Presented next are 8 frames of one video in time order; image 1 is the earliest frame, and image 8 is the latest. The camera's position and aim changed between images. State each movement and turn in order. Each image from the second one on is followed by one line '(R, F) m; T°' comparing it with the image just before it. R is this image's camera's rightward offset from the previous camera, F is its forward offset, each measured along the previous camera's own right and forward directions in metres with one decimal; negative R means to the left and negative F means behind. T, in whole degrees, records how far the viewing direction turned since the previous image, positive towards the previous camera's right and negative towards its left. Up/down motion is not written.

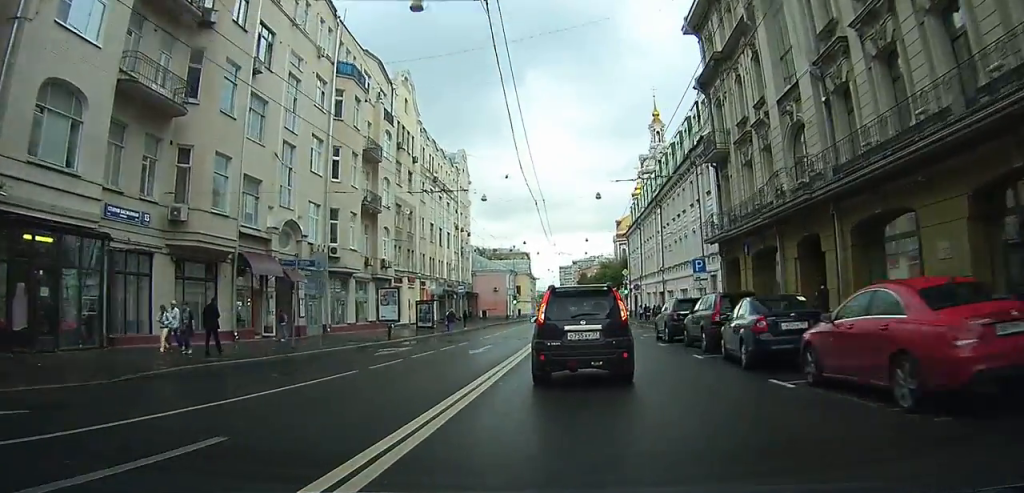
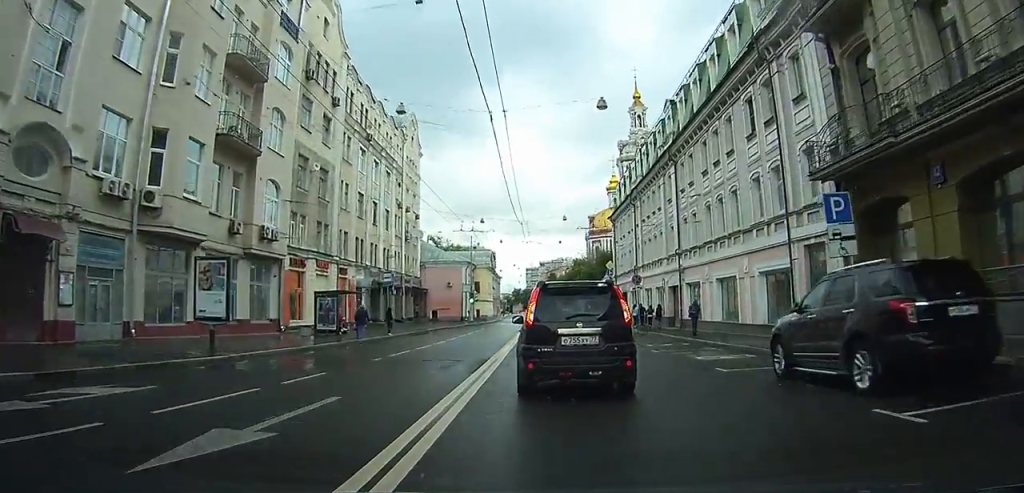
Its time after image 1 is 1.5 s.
(0.0, +16.4) m; +1°
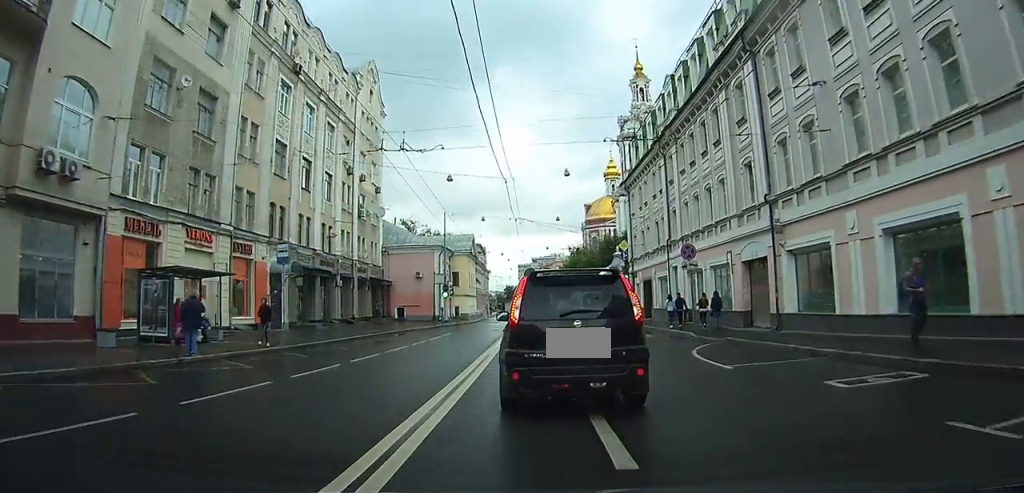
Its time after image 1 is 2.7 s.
(+0.5, +14.9) m; +3°
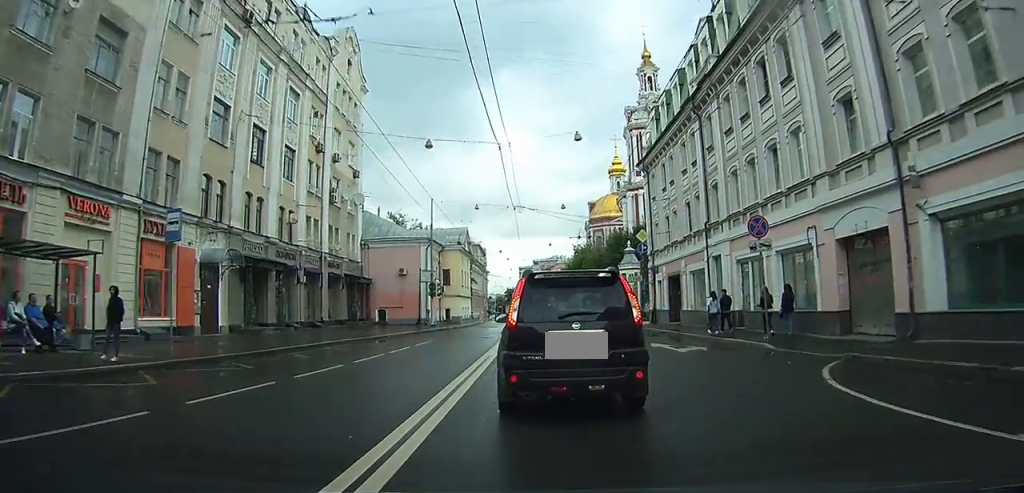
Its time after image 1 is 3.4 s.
(+0.1, +7.9) m; +1°
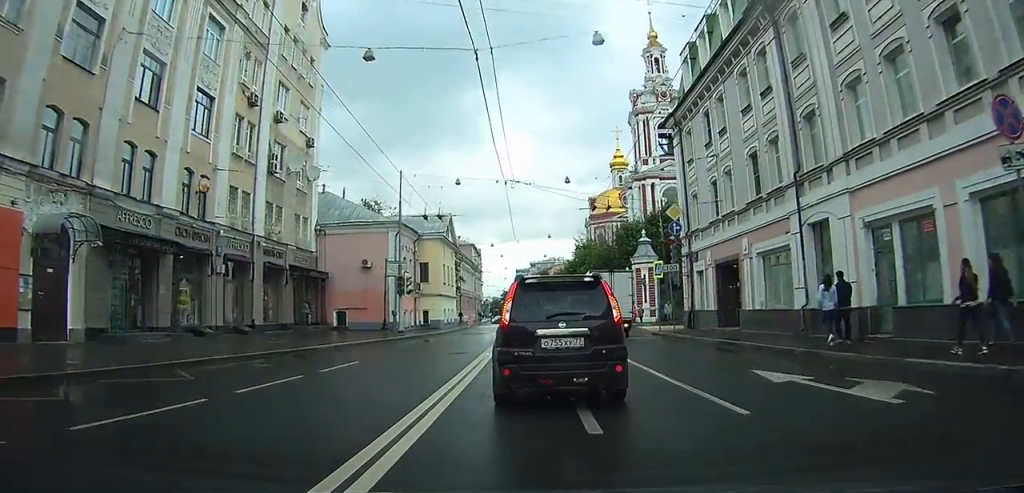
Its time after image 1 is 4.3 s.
(-0.1, +10.7) m; 0°
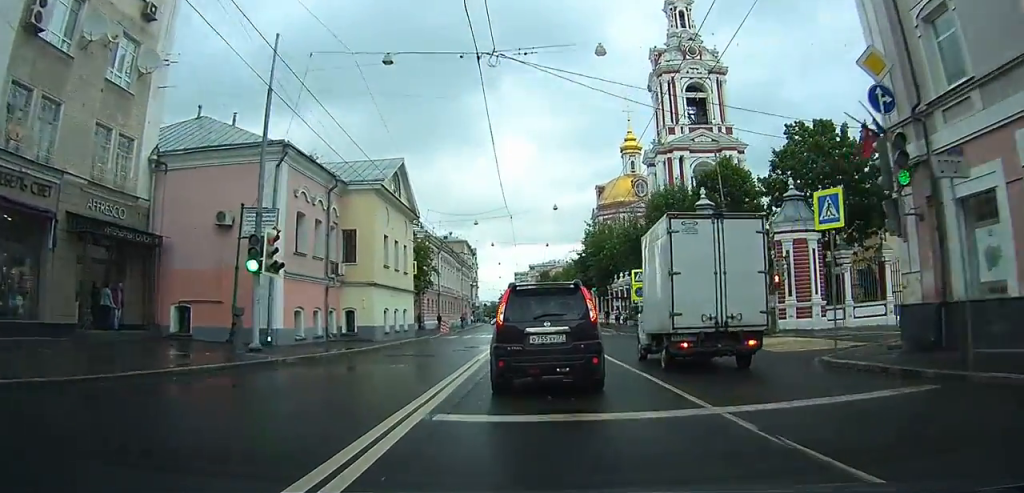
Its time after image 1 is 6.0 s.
(-0.2, +19.7) m; -1°
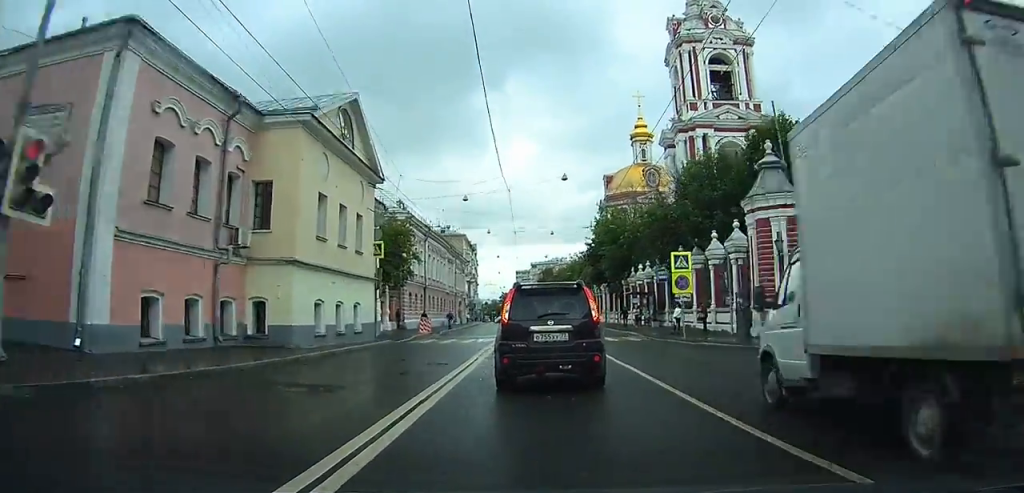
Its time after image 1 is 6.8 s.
(0.0, +9.8) m; +1°
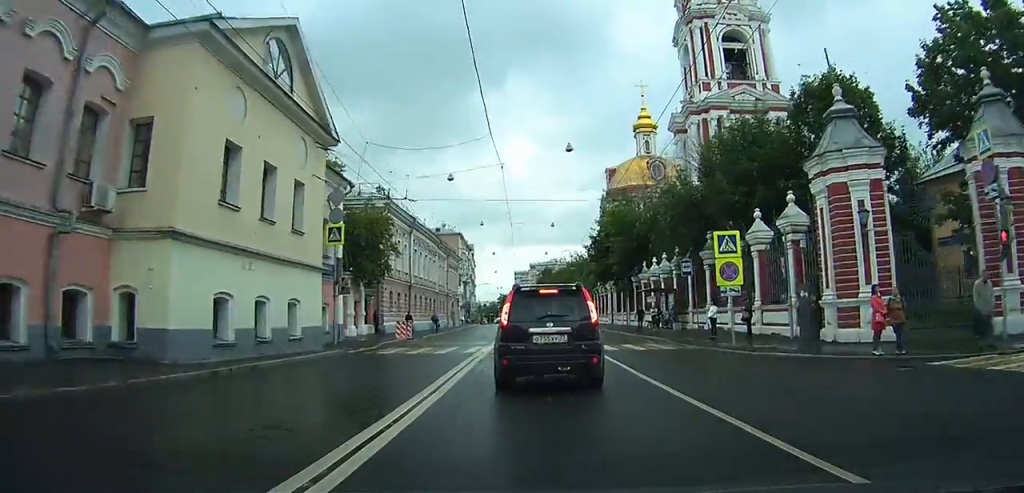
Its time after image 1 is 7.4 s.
(+0.1, +6.6) m; +1°
